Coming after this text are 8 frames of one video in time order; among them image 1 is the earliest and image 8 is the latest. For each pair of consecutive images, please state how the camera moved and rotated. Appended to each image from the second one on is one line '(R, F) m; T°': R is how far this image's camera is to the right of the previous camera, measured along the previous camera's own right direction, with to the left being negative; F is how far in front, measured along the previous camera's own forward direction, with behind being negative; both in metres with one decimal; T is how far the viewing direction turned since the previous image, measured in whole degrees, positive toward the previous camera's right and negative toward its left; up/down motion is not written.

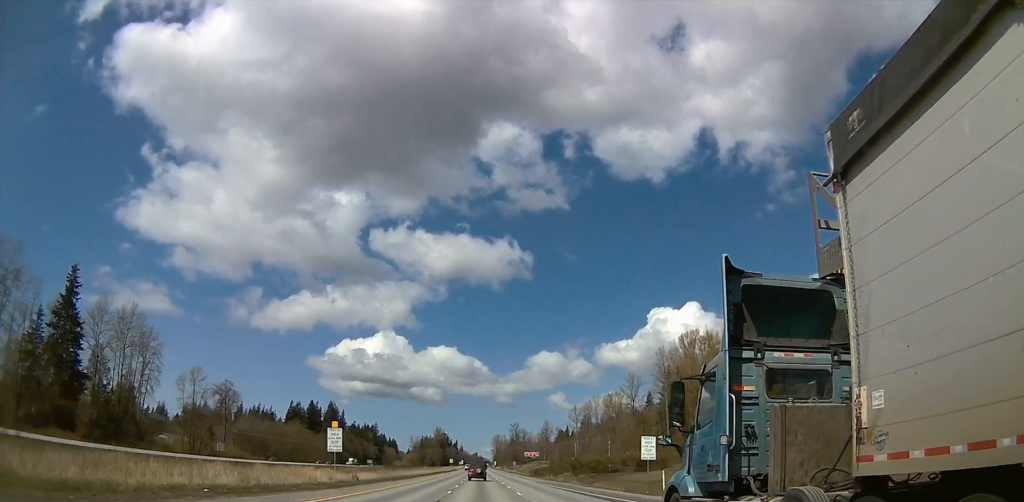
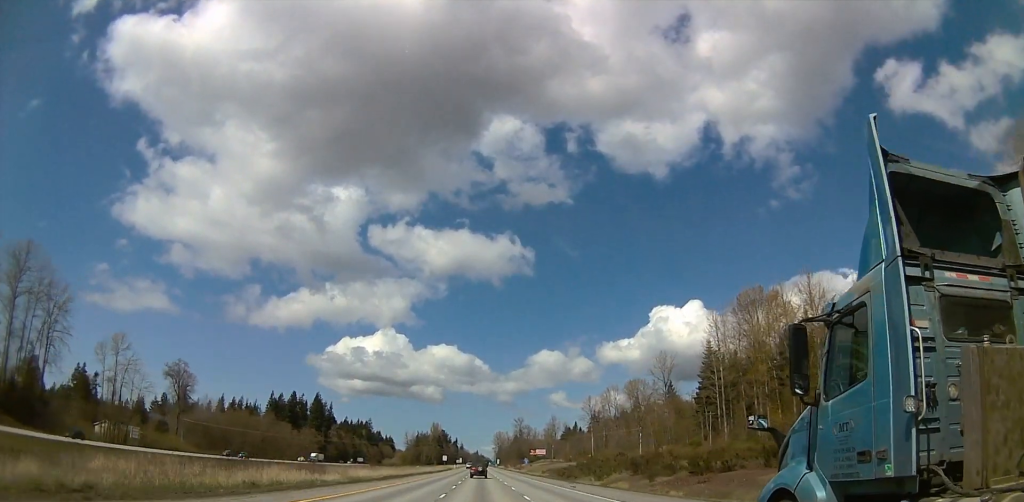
(-0.9, +50.5) m; 0°
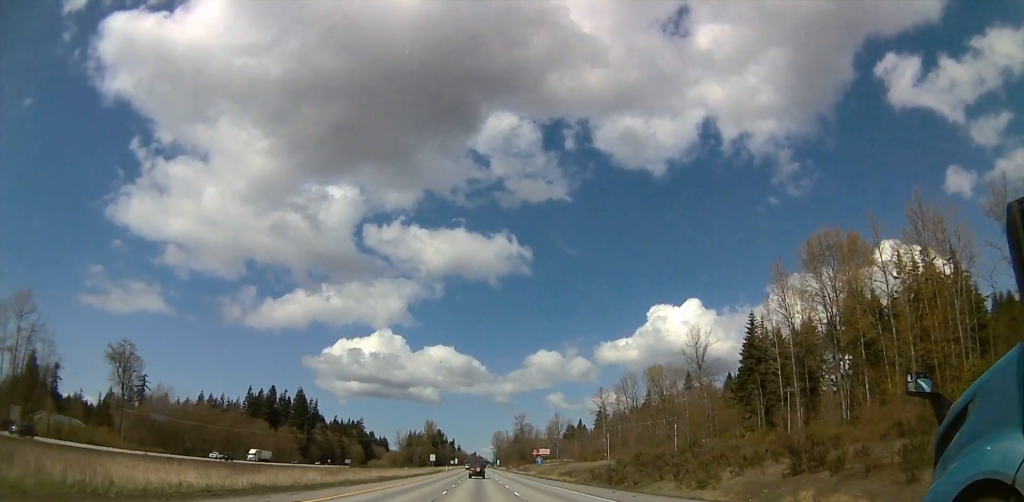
(+0.1, +42.8) m; -1°
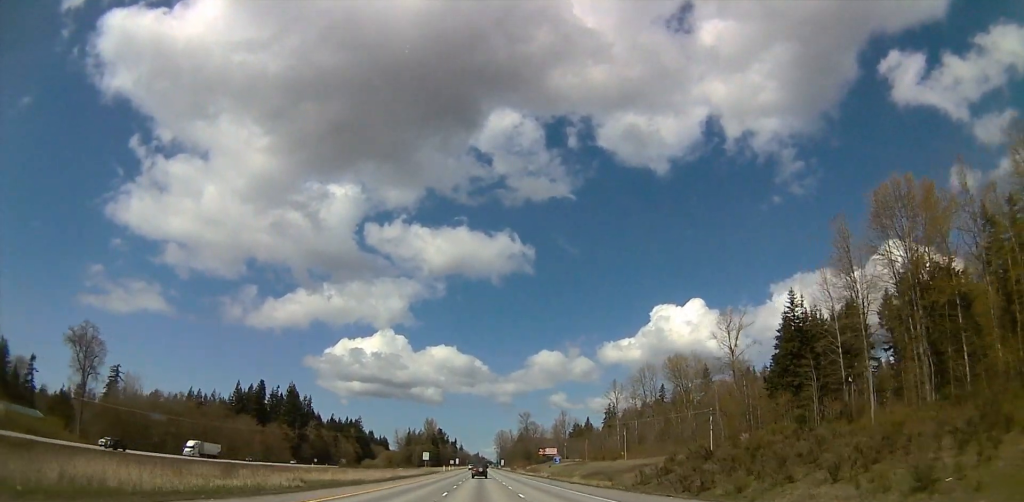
(-0.3, +26.5) m; 0°
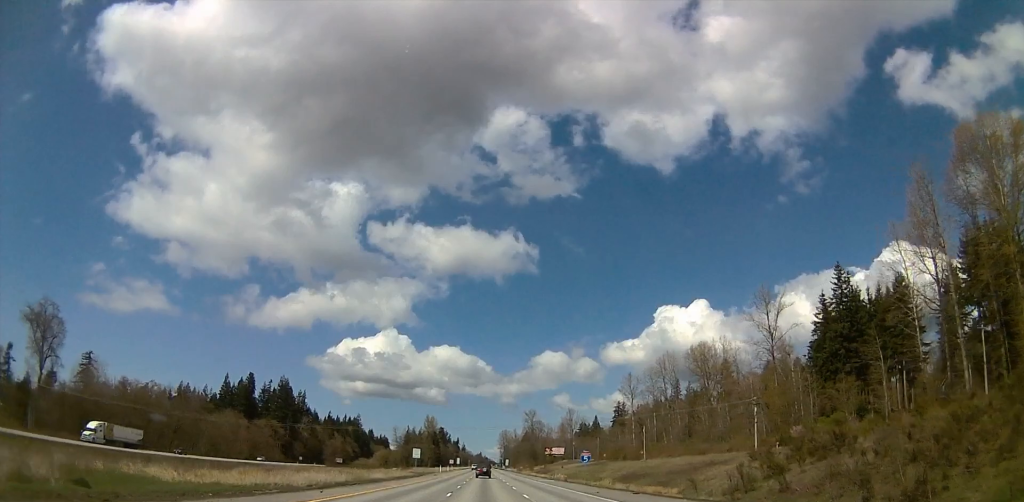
(+0.3, +24.6) m; +1°
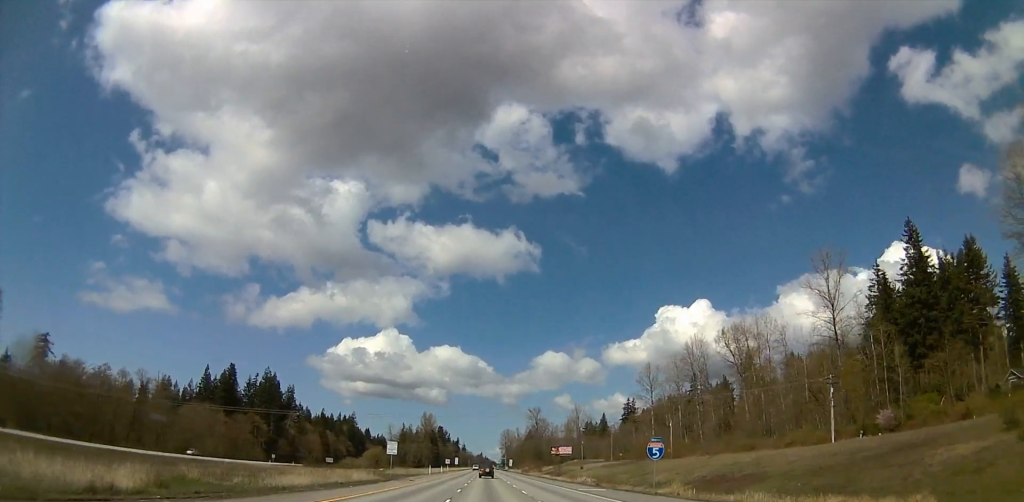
(+0.1, +30.8) m; +1°
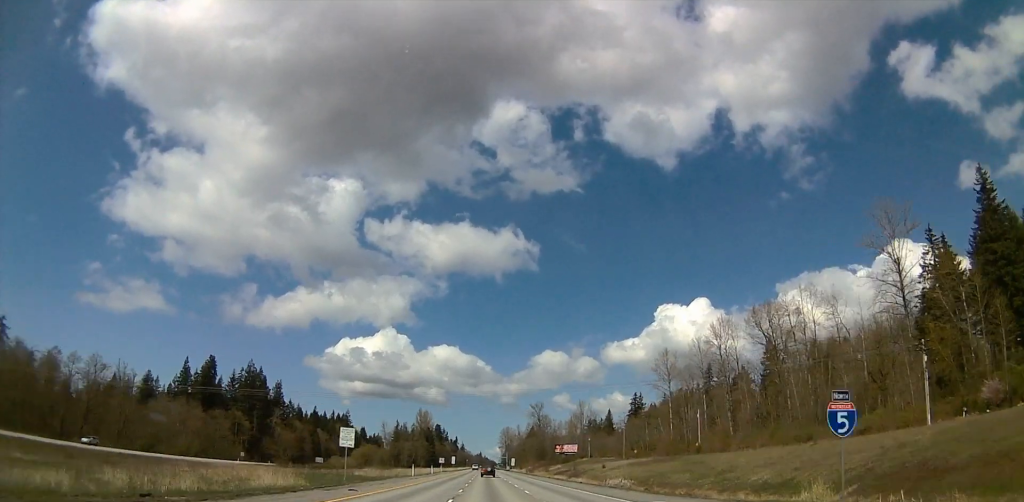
(+0.2, +25.6) m; +1°
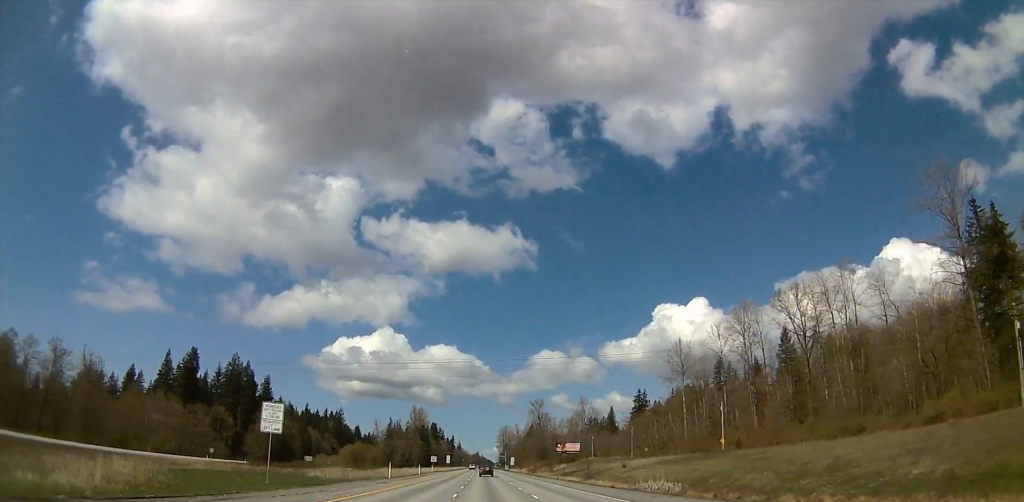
(+0.1, +18.4) m; 0°
